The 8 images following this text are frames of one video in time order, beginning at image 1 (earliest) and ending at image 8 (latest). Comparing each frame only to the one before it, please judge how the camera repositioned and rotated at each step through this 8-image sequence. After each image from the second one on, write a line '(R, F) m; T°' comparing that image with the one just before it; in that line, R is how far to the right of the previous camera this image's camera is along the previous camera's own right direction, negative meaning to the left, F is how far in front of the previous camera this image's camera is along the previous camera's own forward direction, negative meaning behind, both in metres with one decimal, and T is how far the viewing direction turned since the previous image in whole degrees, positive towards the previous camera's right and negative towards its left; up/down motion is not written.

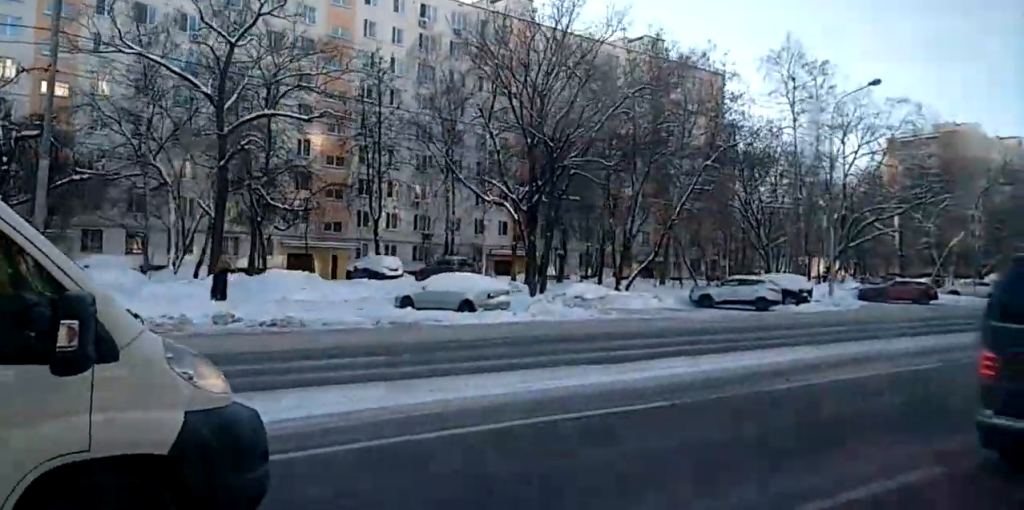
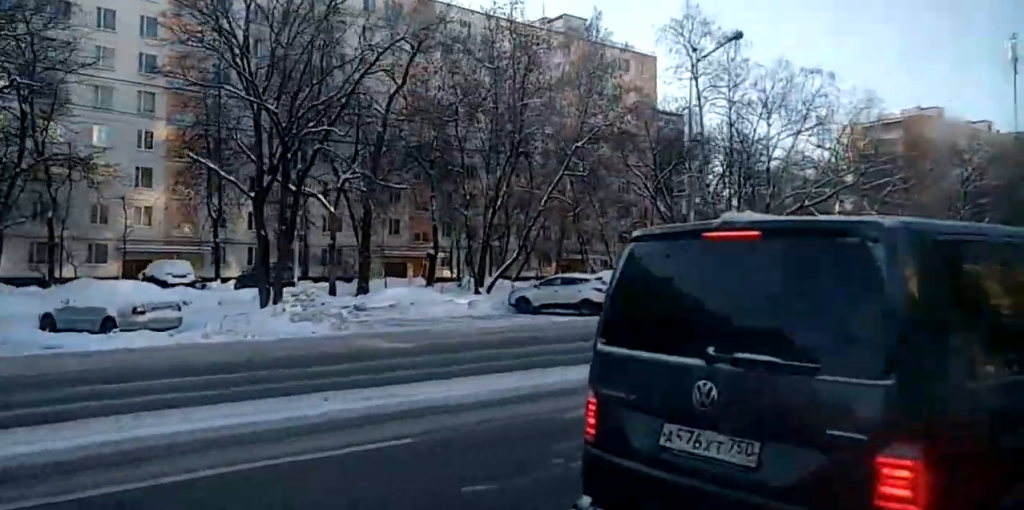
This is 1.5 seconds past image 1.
(-0.3, +17.0) m; -2°
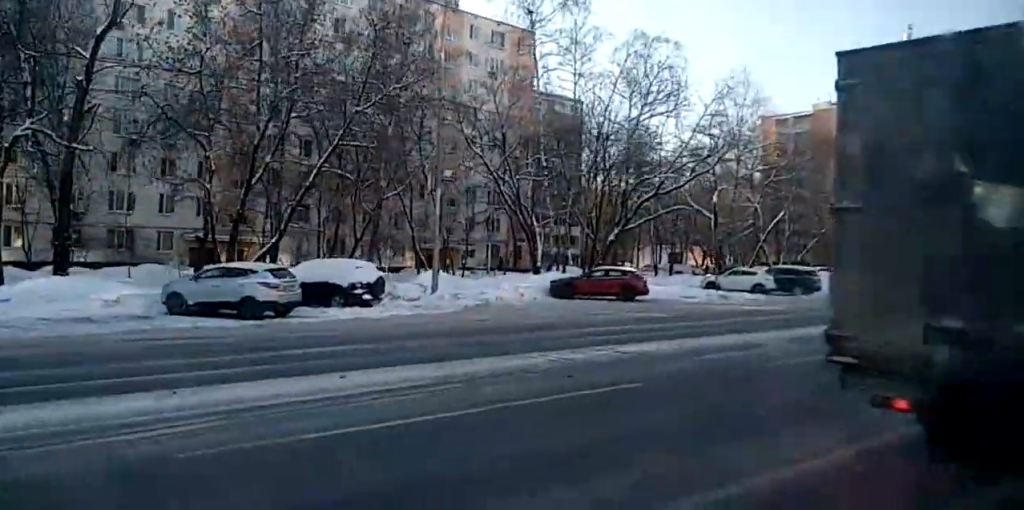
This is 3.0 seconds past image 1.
(-0.1, +6.4) m; +1°
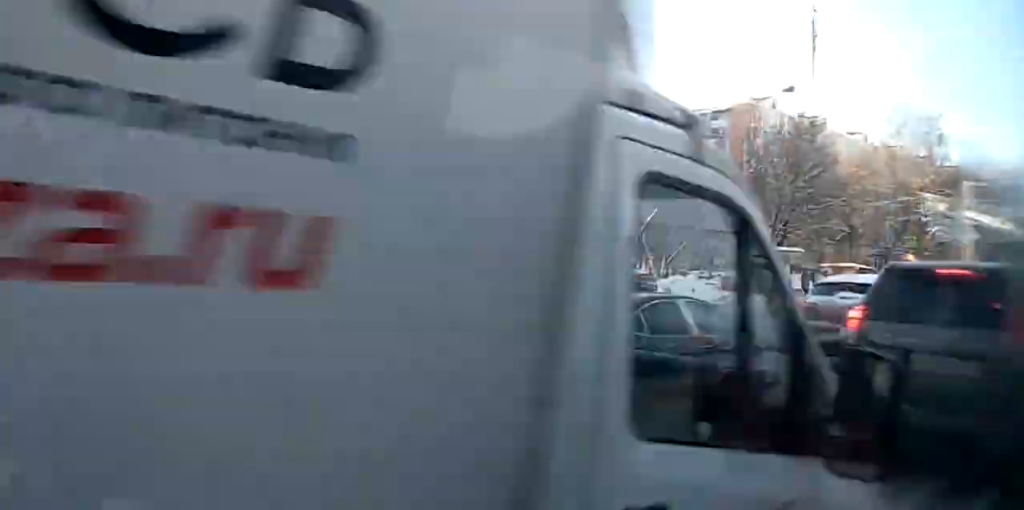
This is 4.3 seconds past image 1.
(+0.3, +6.2) m; +2°
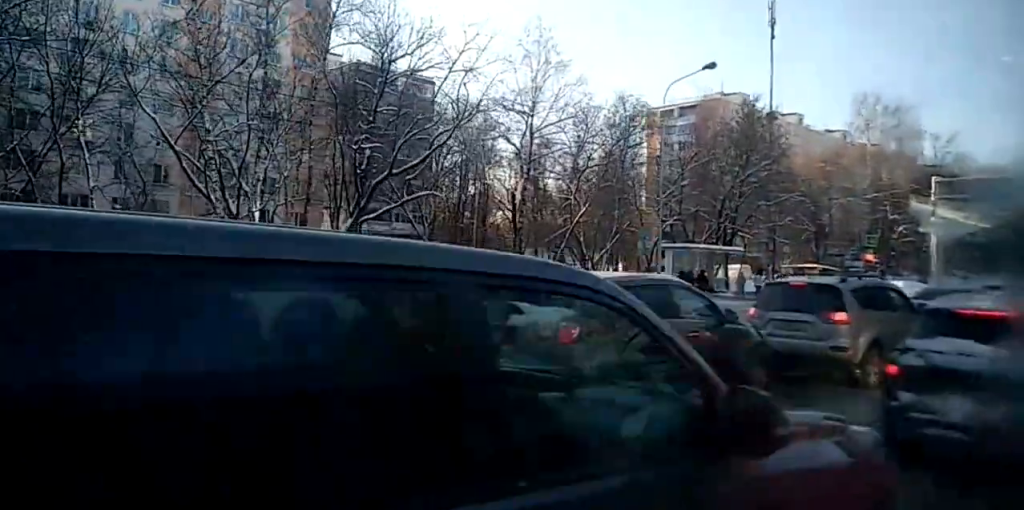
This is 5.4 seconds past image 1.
(-0.3, +7.3) m; 0°
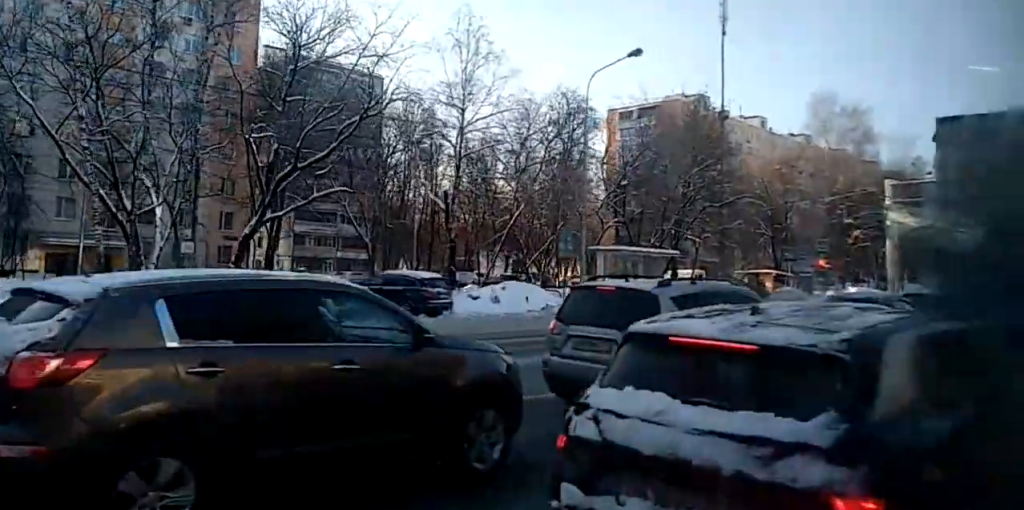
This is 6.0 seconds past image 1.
(+0.2, +4.4) m; +1°
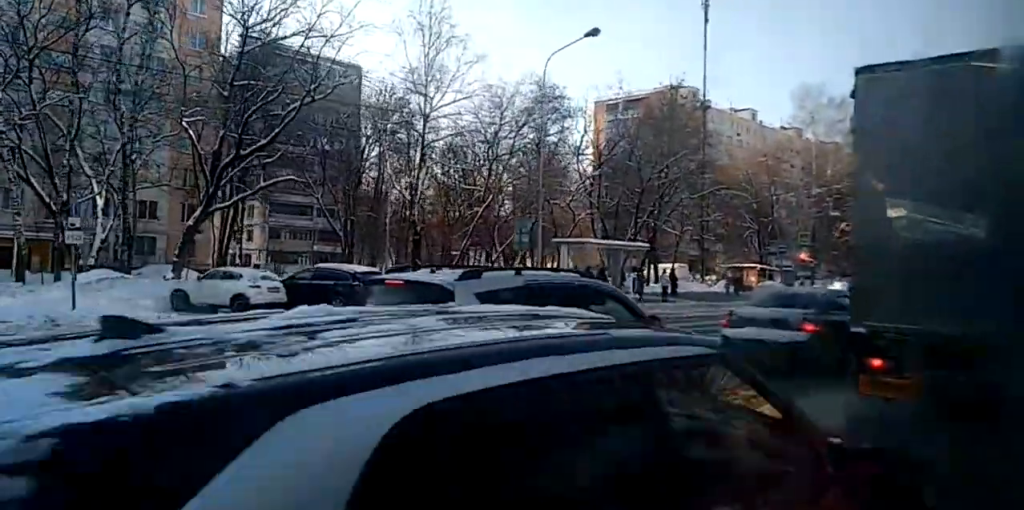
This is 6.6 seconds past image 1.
(+0.1, +3.1) m; 0°
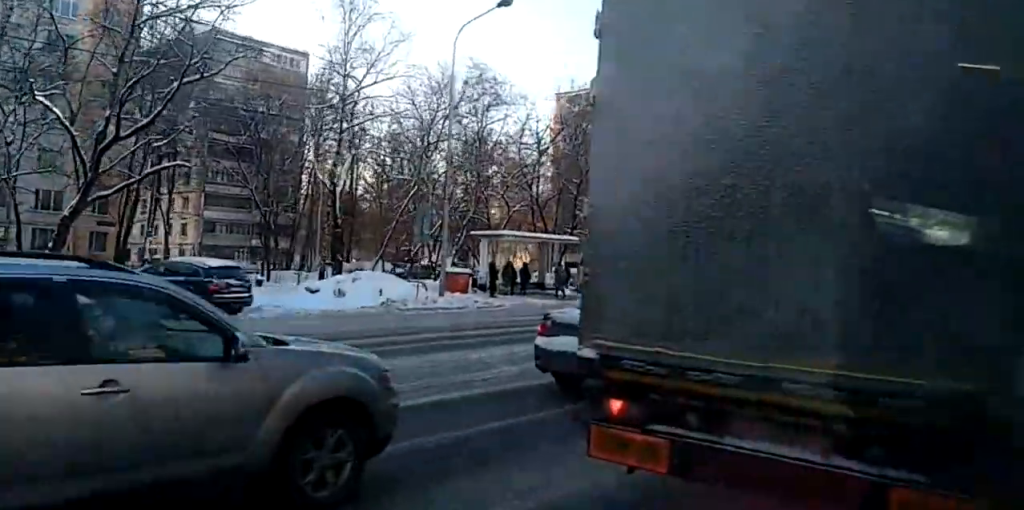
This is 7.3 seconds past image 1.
(-0.1, +2.8) m; -3°
